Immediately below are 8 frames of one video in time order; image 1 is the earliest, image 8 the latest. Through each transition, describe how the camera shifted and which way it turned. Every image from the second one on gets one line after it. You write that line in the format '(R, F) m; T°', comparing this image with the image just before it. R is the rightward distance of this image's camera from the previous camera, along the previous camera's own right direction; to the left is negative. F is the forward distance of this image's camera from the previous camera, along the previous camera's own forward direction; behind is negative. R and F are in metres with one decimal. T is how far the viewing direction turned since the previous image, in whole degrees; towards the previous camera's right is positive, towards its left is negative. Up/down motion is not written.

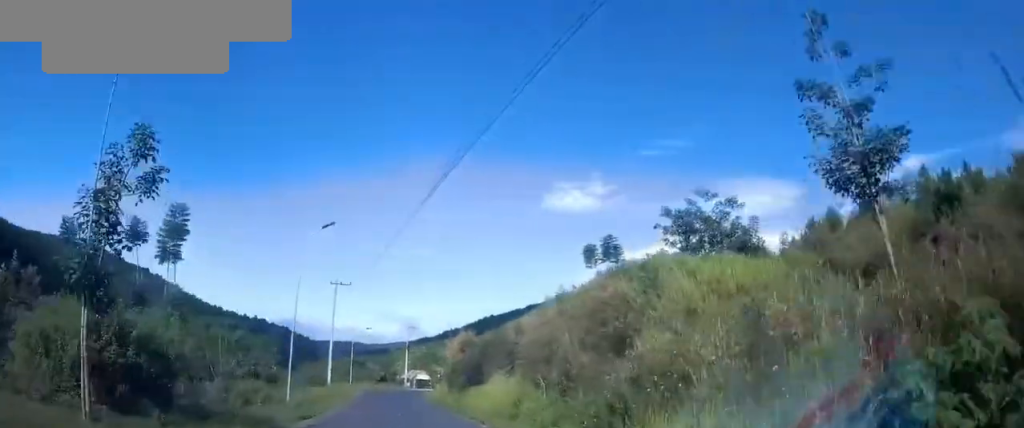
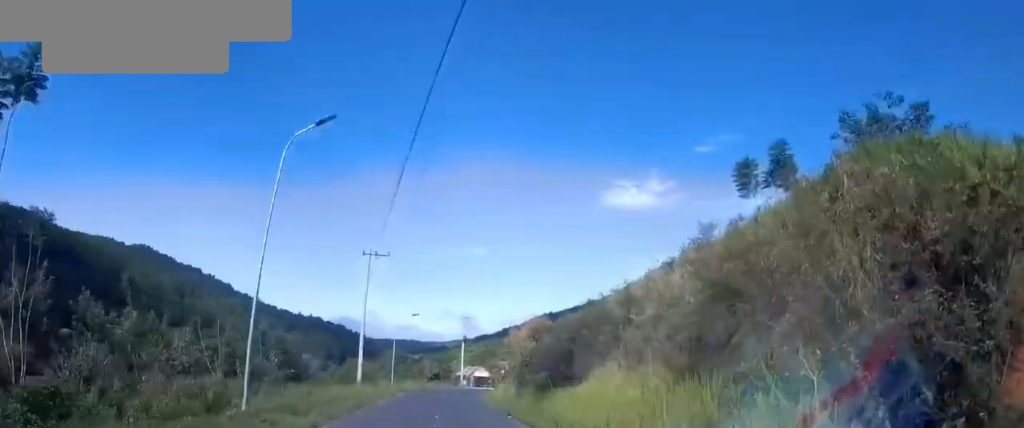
(-0.8, +11.3) m; -4°
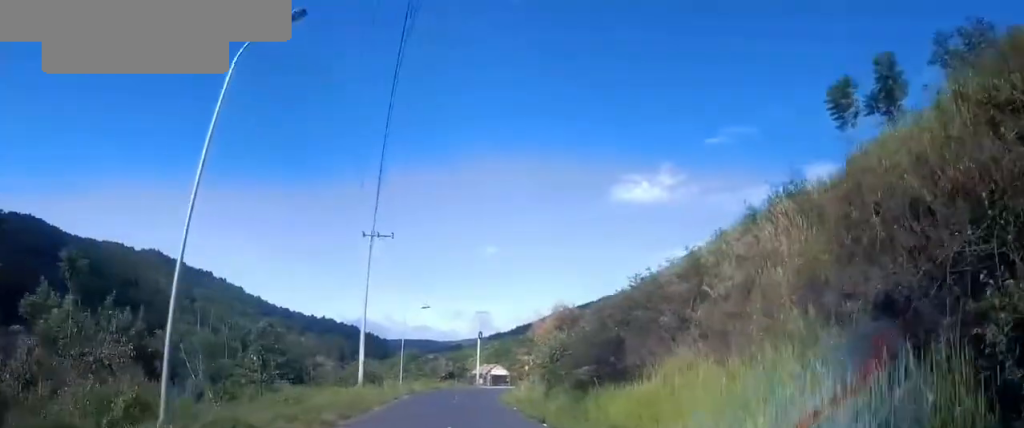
(+0.1, +5.1) m; -2°
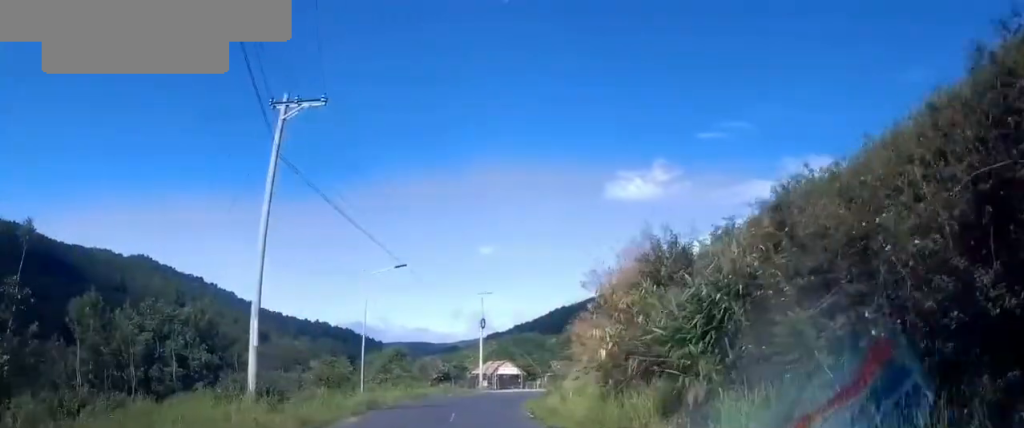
(-0.8, +16.9) m; -3°
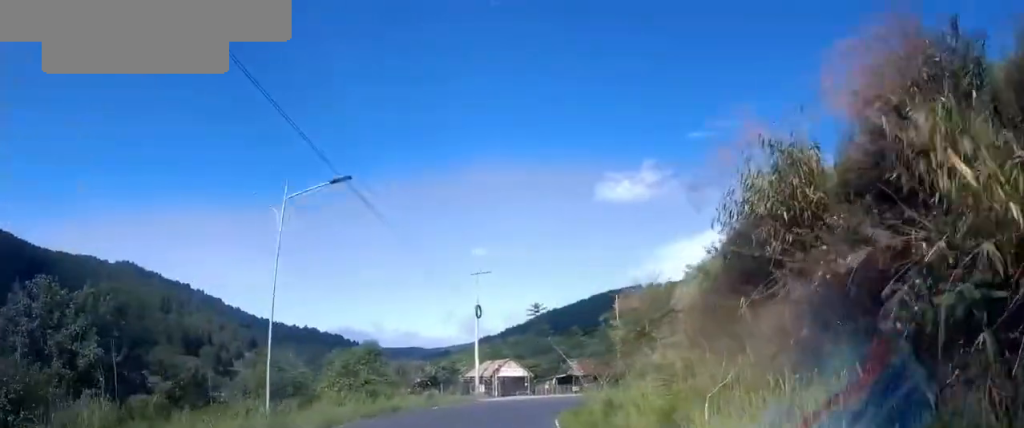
(0.0, +12.5) m; +1°
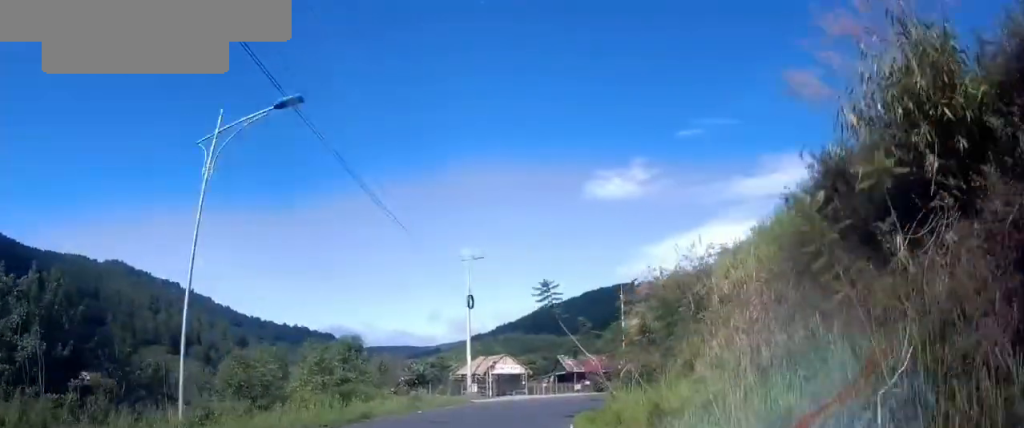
(+0.1, +4.4) m; +2°
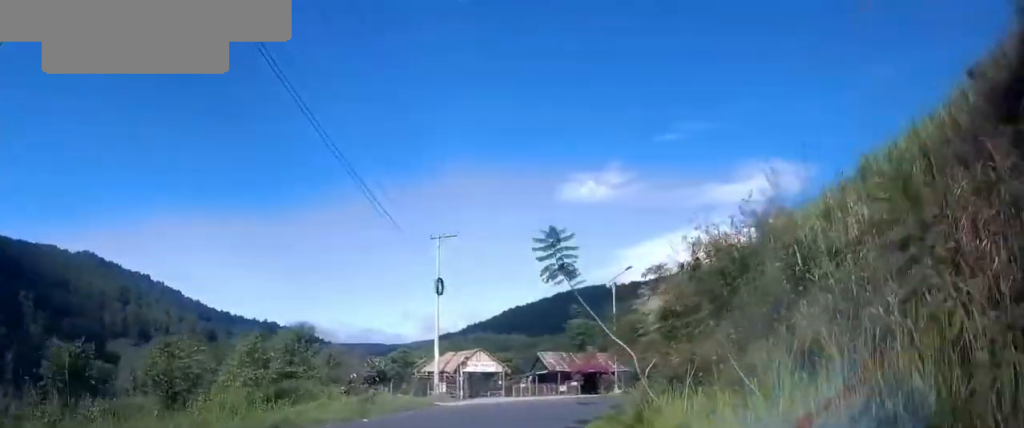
(+0.1, +6.1) m; +3°
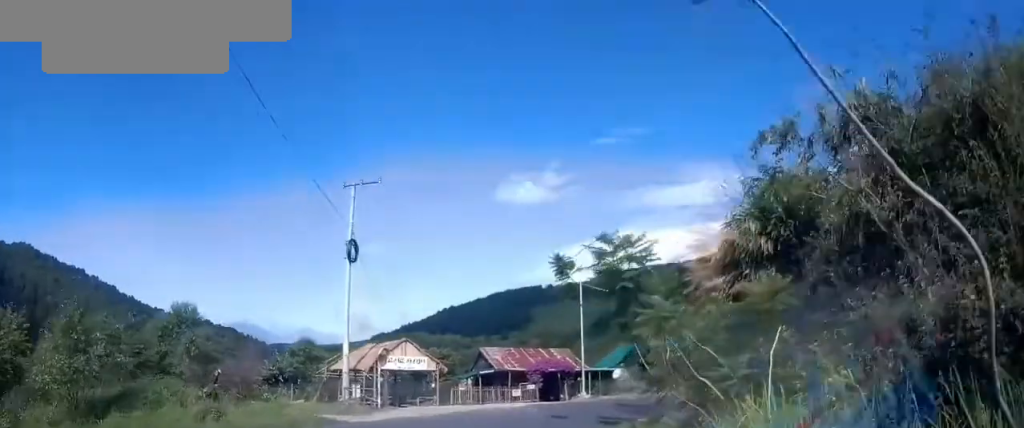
(+0.4, +9.2) m; +6°
